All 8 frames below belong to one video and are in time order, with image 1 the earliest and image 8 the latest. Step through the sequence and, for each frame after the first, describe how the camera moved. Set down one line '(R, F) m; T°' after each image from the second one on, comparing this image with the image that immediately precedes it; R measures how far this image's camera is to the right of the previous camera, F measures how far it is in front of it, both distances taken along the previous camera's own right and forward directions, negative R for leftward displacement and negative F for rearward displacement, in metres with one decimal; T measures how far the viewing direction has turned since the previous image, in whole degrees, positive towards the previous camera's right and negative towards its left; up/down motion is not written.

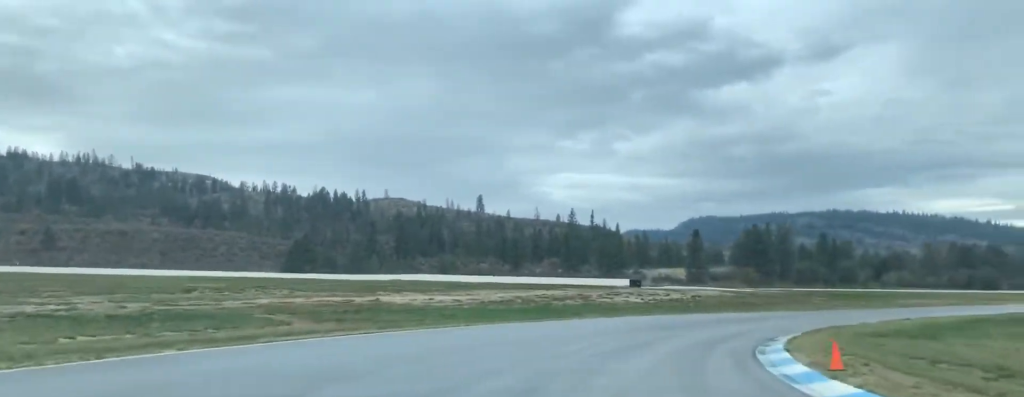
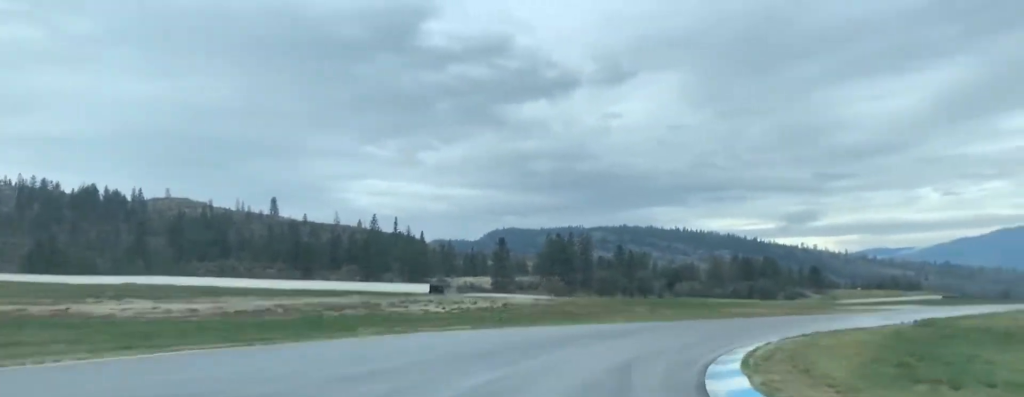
(+1.9, +14.6) m; +14°
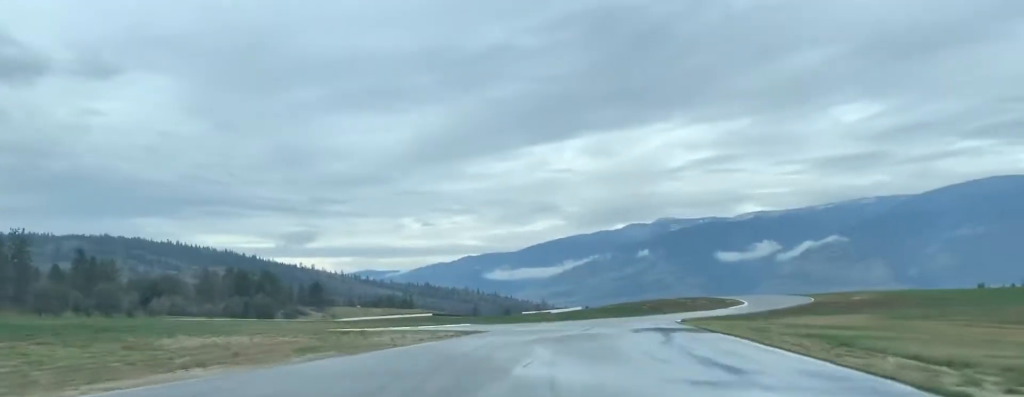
(+9.6, +39.3) m; +24°
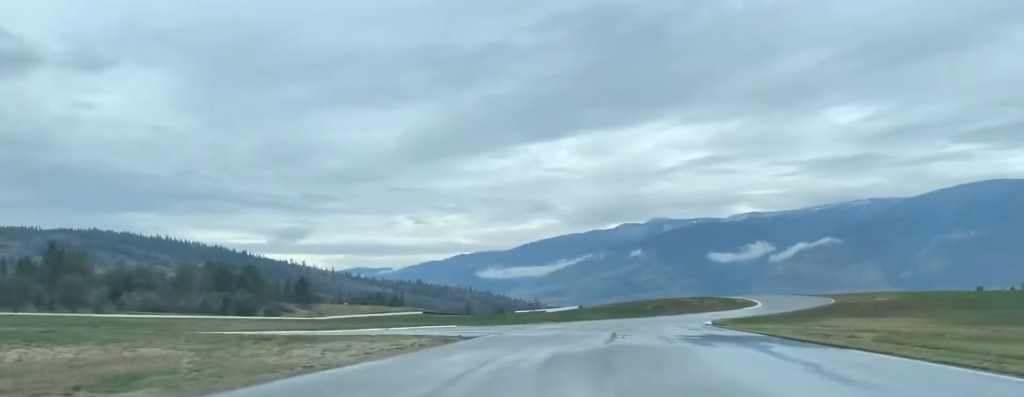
(+1.1, +13.2) m; +4°
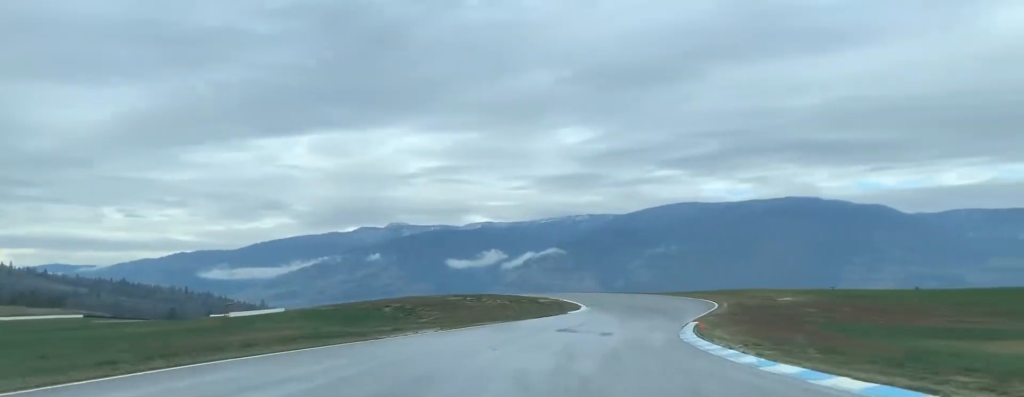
(+12.1, +69.3) m; +21°
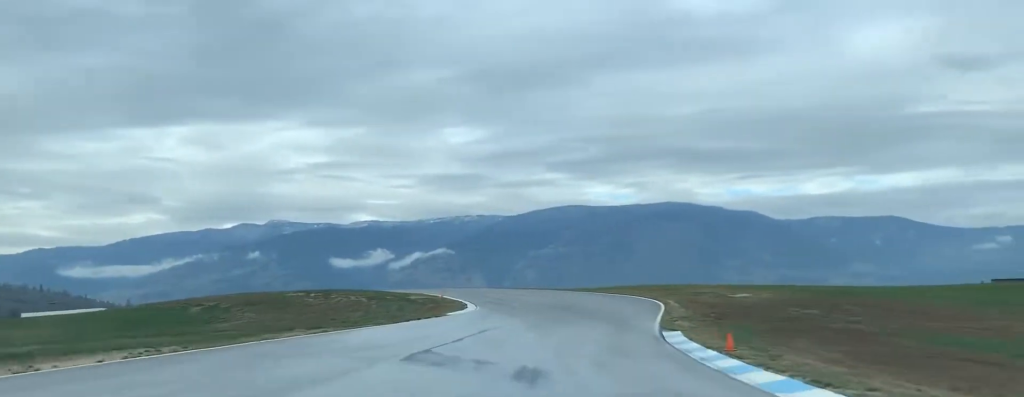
(+1.8, +22.4) m; +6°
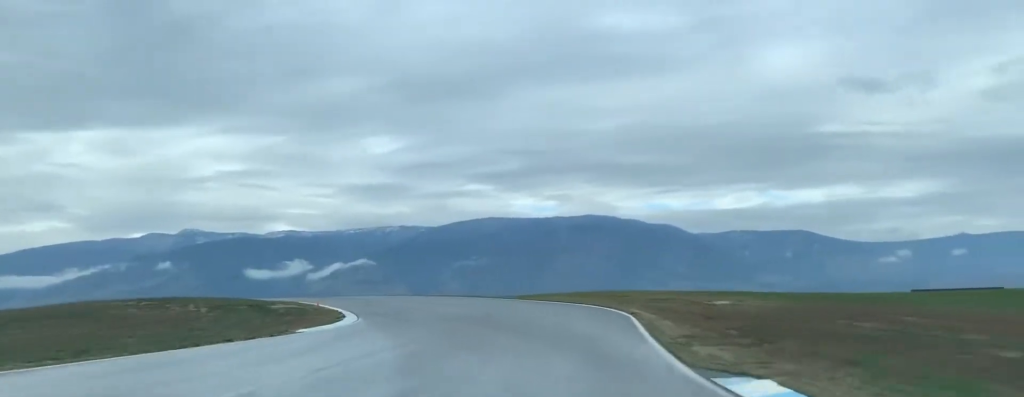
(+0.5, +16.0) m; +1°
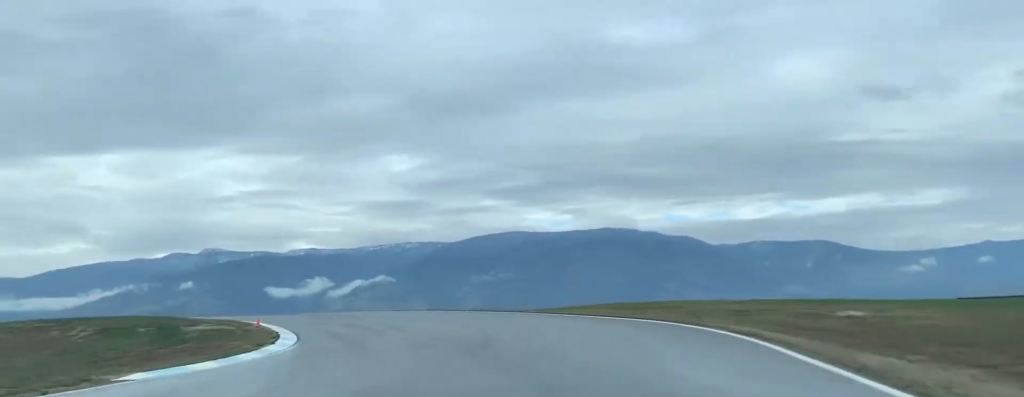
(+0.9, +15.6) m; -3°
